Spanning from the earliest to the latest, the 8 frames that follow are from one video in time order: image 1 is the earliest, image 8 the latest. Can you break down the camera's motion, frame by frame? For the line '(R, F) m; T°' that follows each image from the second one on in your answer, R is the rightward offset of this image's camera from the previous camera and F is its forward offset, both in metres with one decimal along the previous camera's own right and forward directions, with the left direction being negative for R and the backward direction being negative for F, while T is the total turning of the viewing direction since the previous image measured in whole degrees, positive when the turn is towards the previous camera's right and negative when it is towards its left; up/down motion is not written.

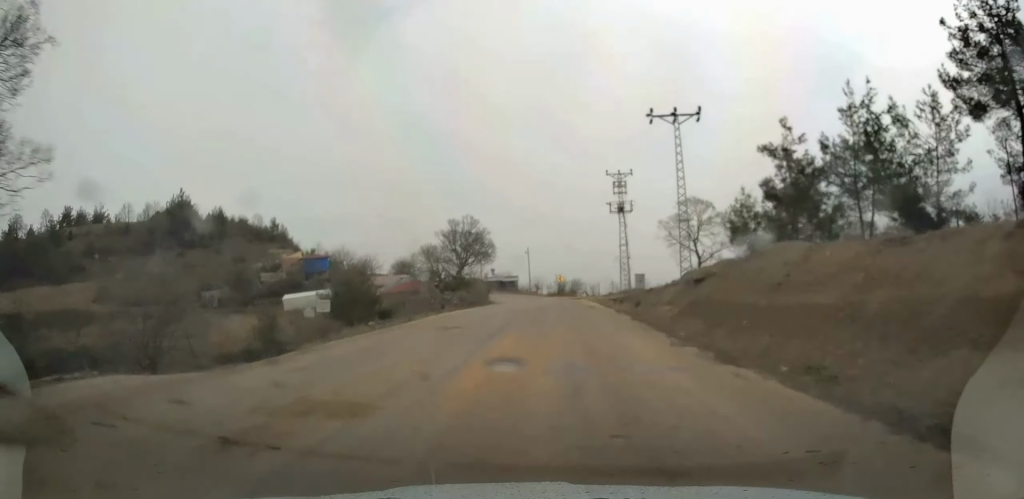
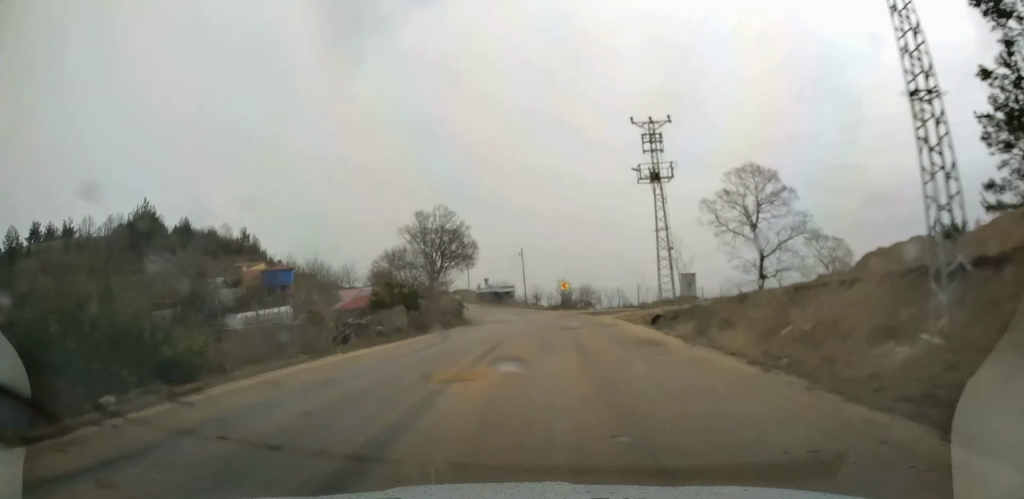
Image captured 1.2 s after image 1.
(+0.3, +20.7) m; 0°
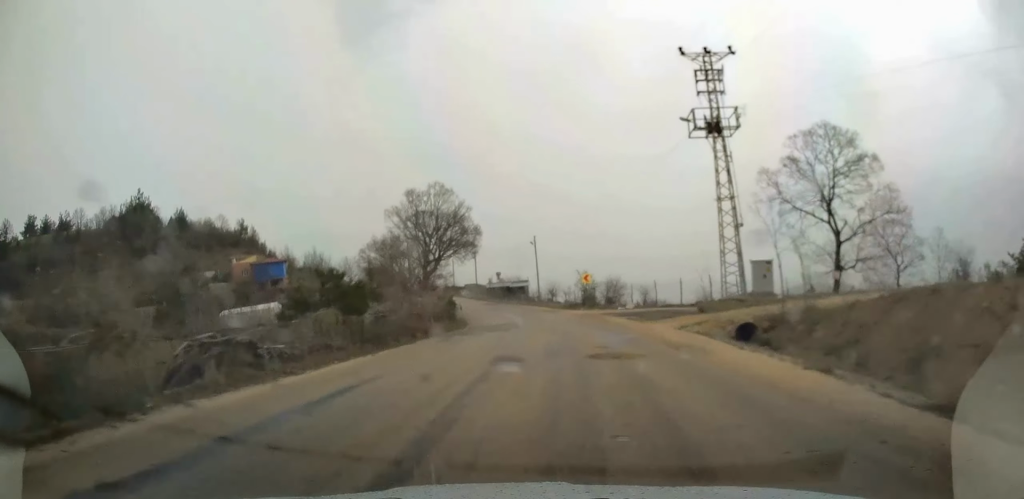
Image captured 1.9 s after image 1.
(0.0, +11.1) m; -1°
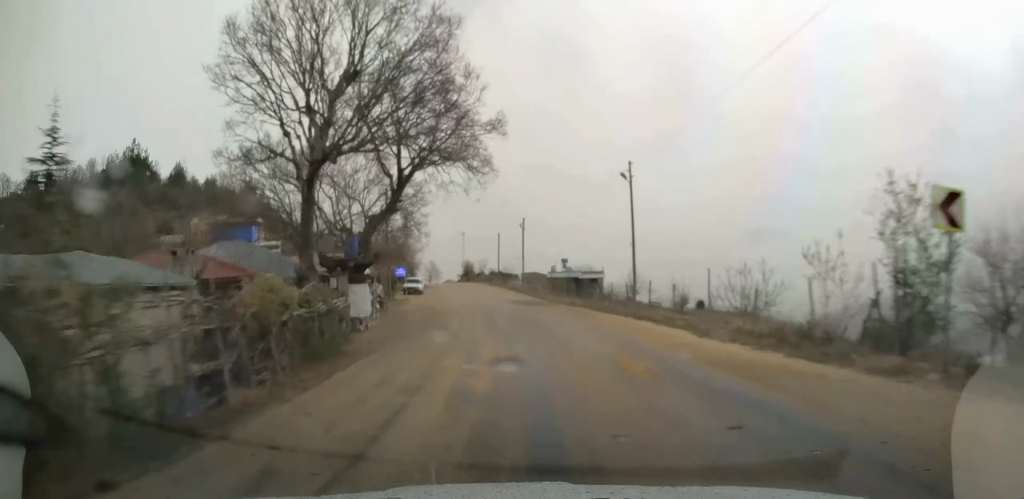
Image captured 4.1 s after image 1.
(-1.9, +37.1) m; -7°
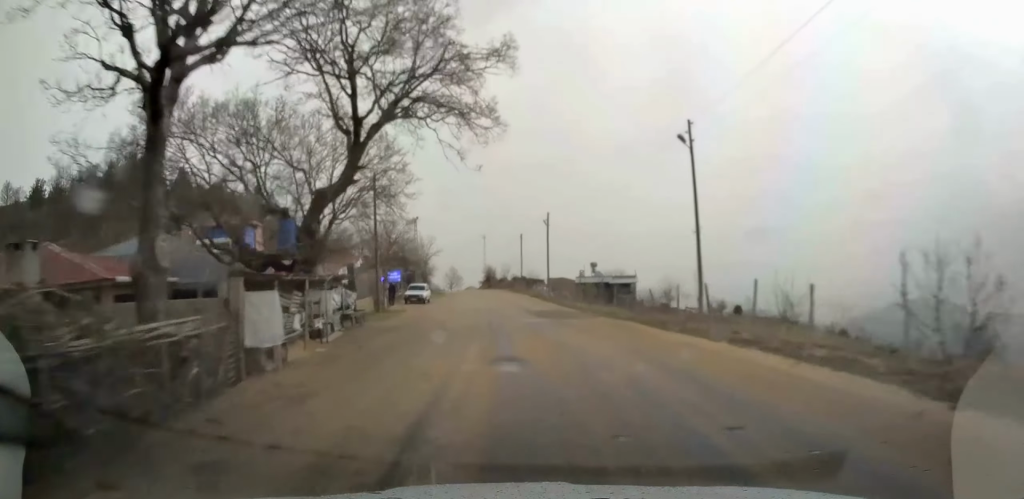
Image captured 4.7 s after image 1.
(0.0, +8.9) m; -2°
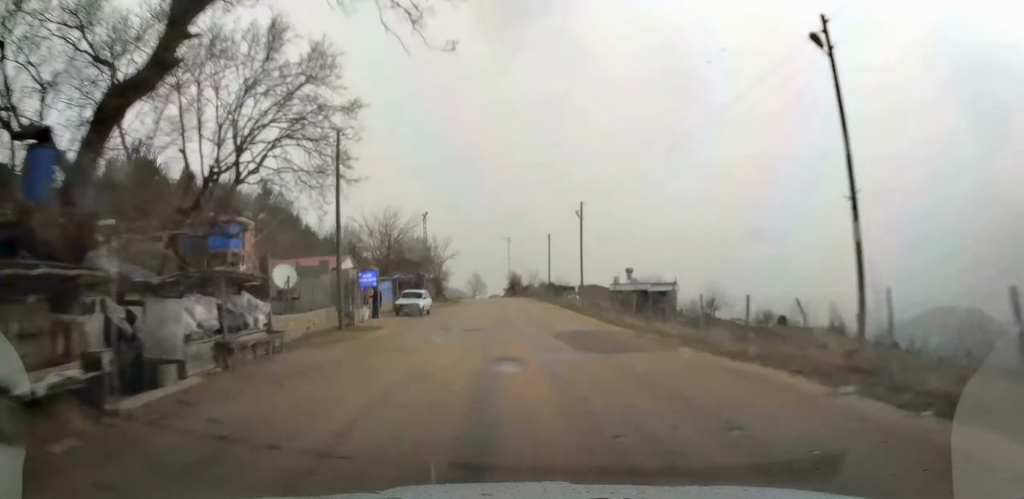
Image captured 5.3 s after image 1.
(-0.5, +10.5) m; -3°
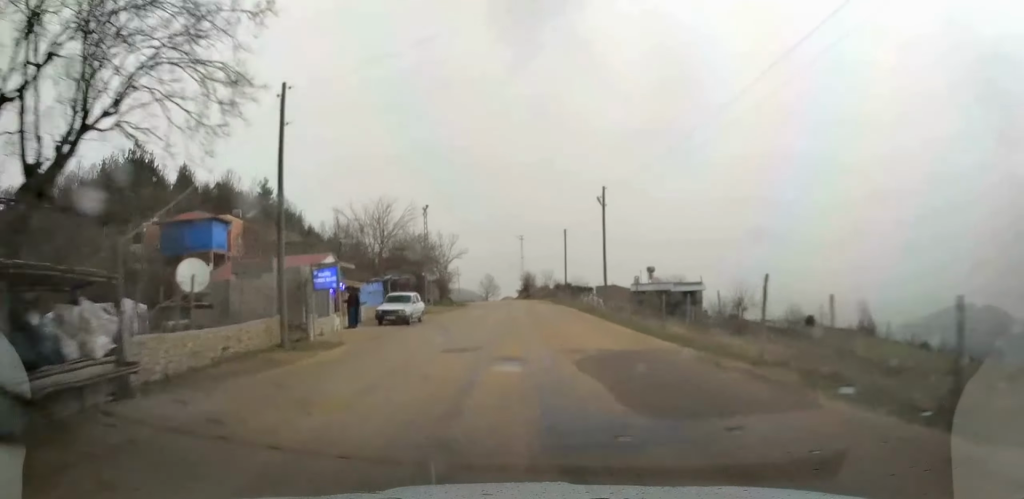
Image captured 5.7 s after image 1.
(0.0, +6.6) m; -2°
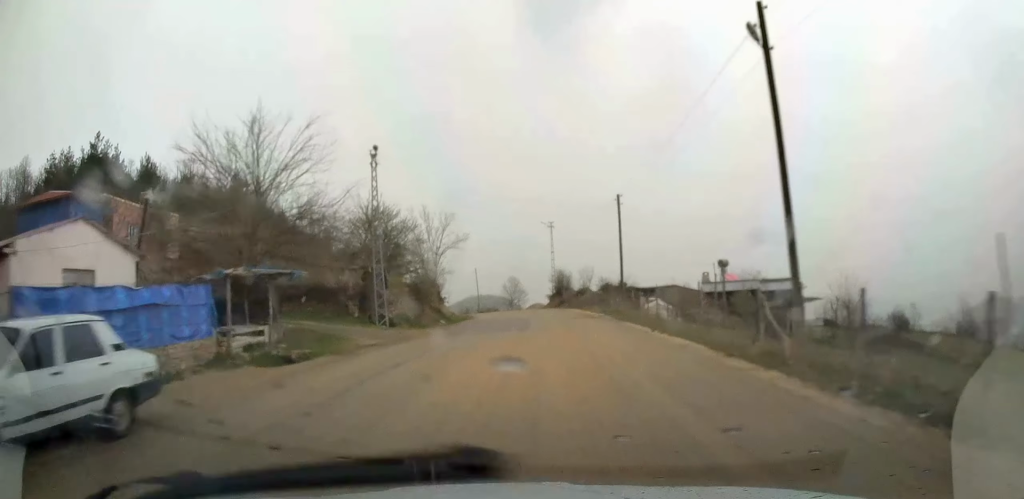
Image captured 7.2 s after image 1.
(-0.9, +24.1) m; -3°
